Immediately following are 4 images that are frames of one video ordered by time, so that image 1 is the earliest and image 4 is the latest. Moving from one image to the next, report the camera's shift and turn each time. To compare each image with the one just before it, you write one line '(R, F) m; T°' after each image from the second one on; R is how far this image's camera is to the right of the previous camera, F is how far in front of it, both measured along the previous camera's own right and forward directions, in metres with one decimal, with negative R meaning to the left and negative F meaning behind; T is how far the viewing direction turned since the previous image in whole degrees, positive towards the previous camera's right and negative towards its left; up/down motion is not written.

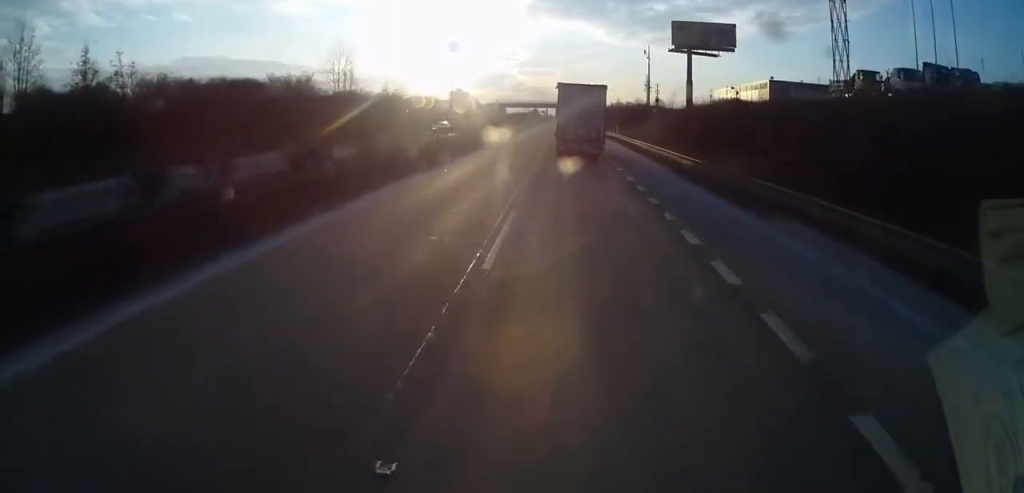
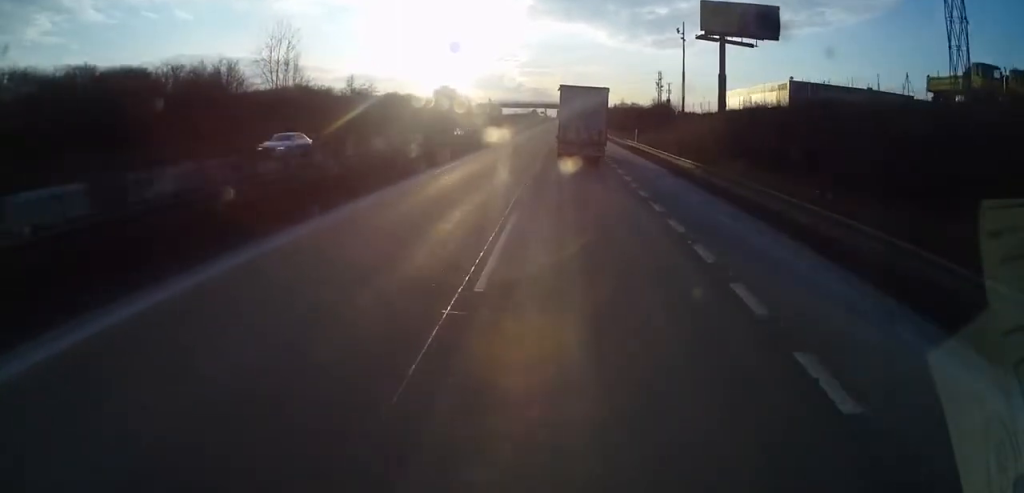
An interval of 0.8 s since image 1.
(+0.3, +19.5) m; +1°
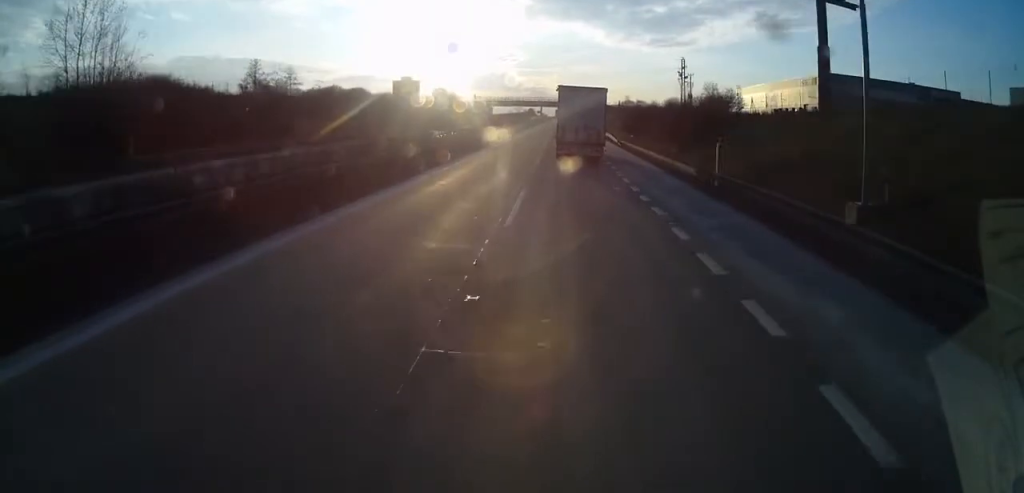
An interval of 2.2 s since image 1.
(+0.1, +31.1) m; 0°
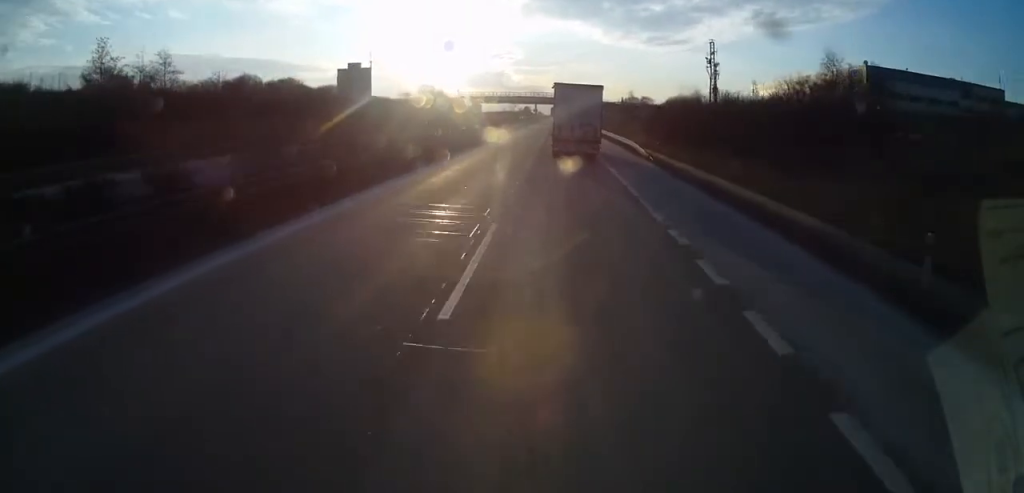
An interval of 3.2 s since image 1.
(-0.1, +24.8) m; 0°
